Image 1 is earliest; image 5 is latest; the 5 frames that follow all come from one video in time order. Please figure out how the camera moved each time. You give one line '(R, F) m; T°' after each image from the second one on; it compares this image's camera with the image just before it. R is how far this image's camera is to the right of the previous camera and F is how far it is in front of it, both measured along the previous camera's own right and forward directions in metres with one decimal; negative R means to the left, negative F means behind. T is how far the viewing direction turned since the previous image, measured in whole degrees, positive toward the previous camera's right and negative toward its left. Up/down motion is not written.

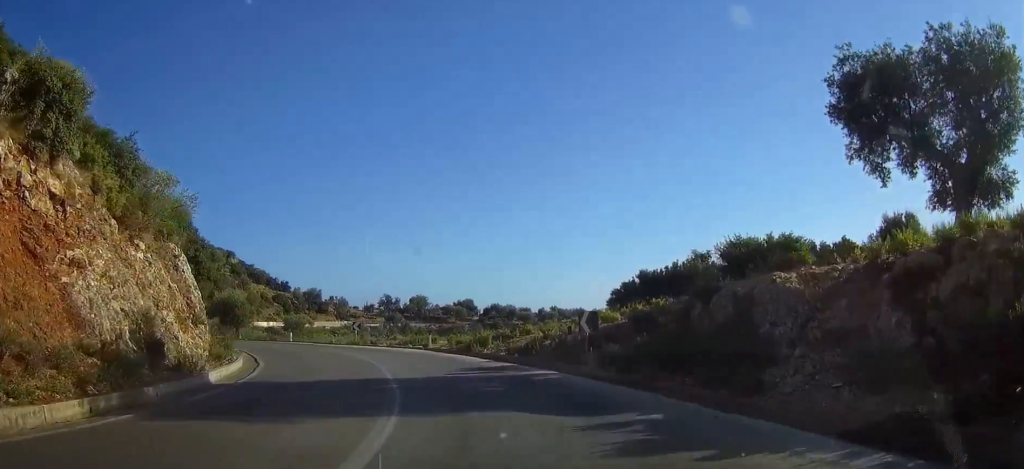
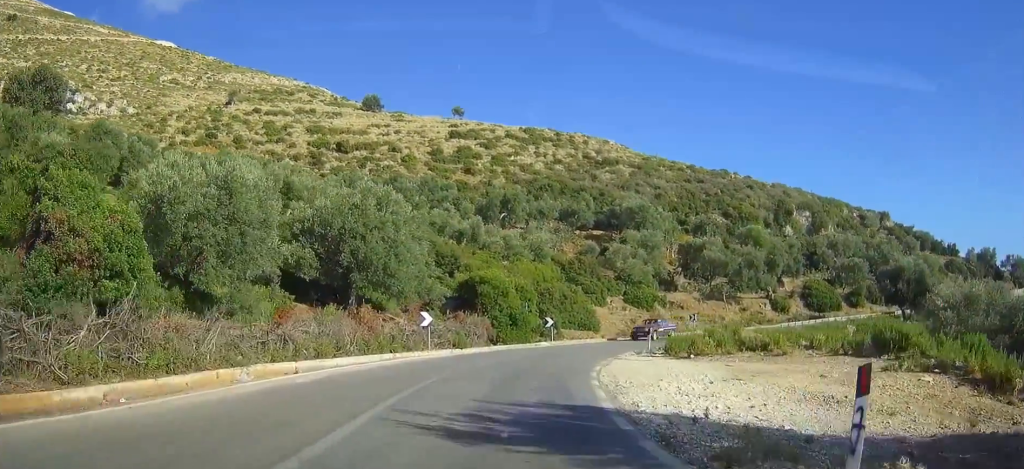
(-34.3, +58.1) m; -53°
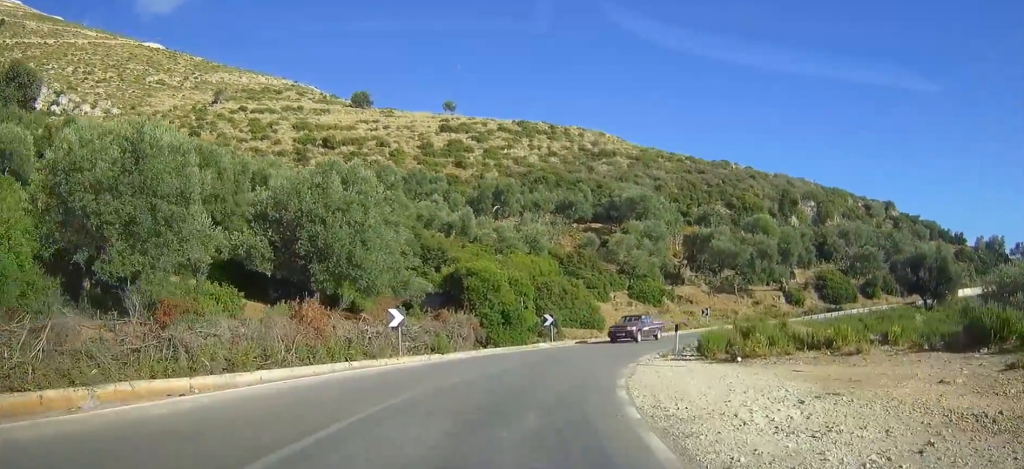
(0.0, +6.1) m; 0°
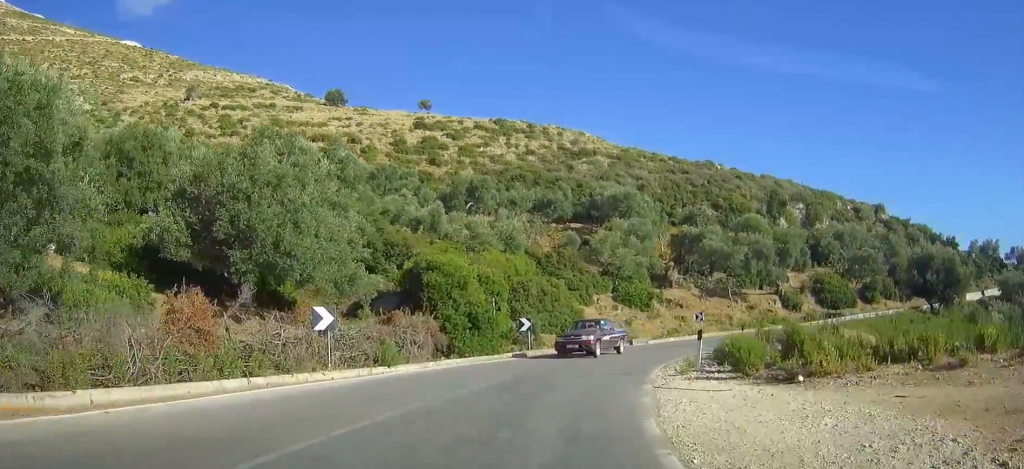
(0.0, +6.0) m; +2°
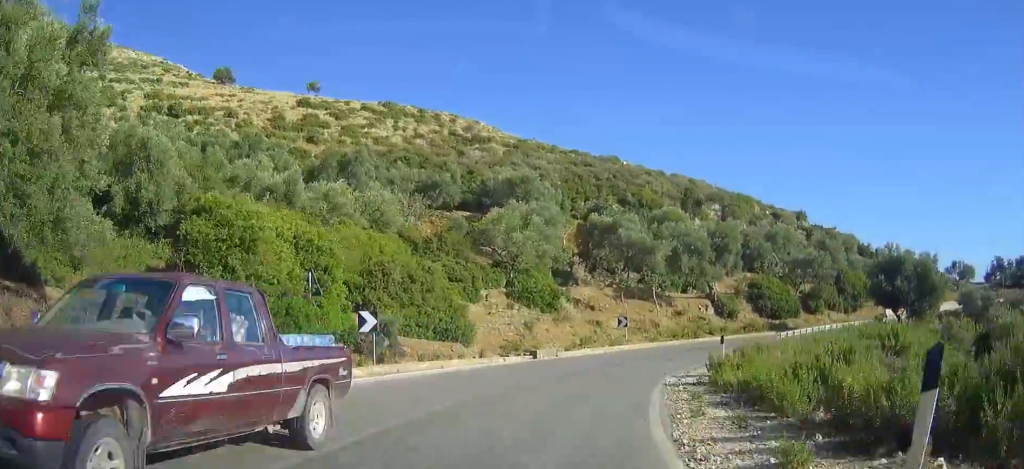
(+0.4, +13.1) m; +11°
